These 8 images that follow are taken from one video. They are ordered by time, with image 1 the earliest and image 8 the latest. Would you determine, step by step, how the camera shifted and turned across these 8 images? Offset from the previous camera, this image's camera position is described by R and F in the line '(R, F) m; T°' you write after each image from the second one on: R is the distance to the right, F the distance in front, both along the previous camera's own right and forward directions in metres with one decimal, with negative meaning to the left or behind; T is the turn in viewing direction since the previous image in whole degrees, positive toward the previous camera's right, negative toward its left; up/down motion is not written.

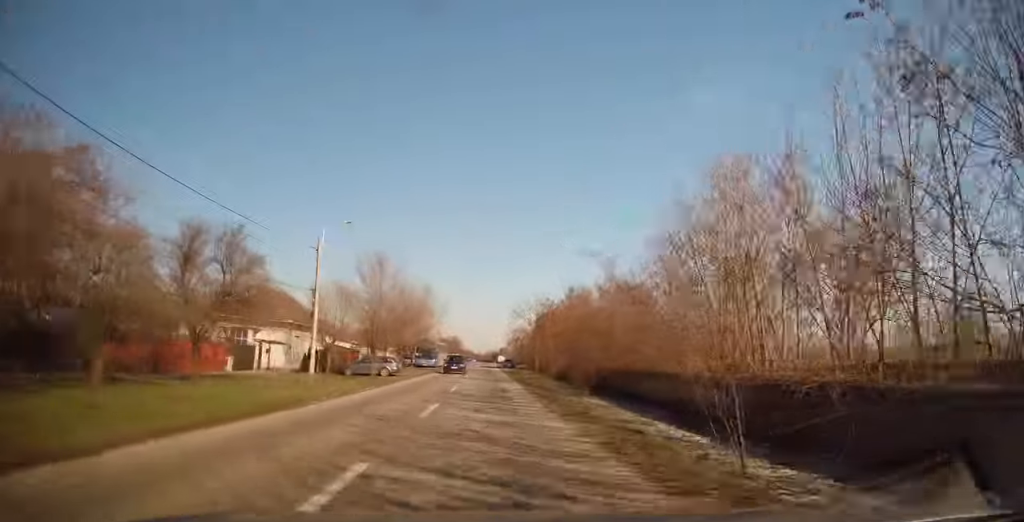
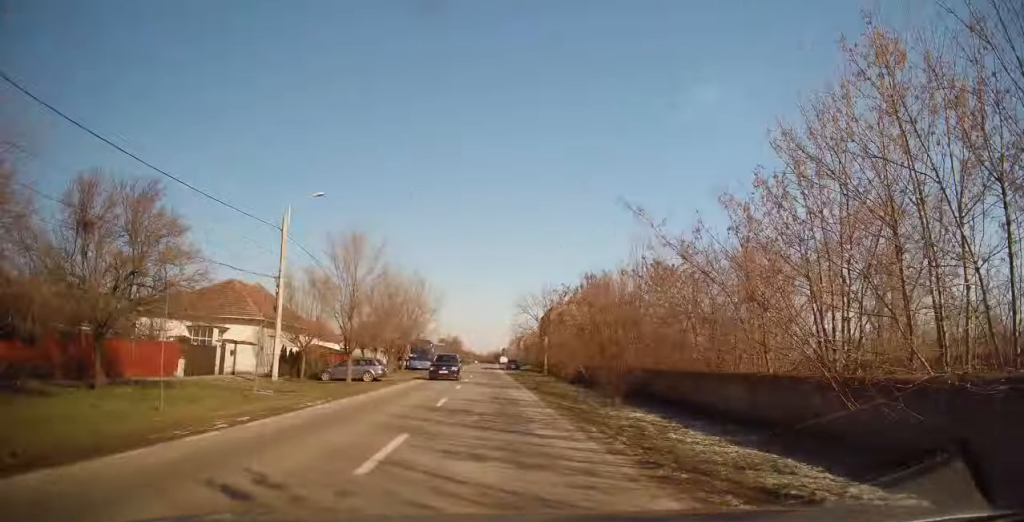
(-0.1, +6.1) m; -1°
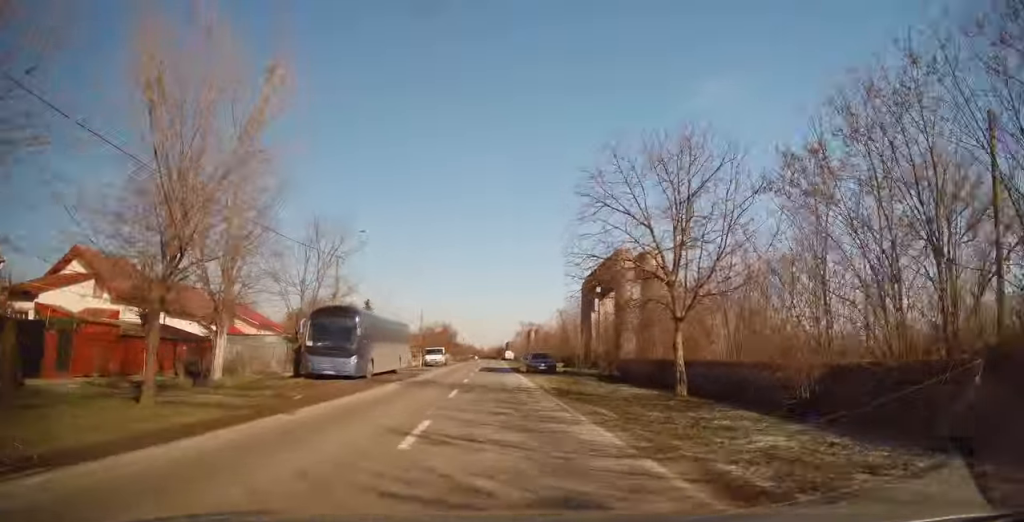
(-0.6, +32.5) m; -1°
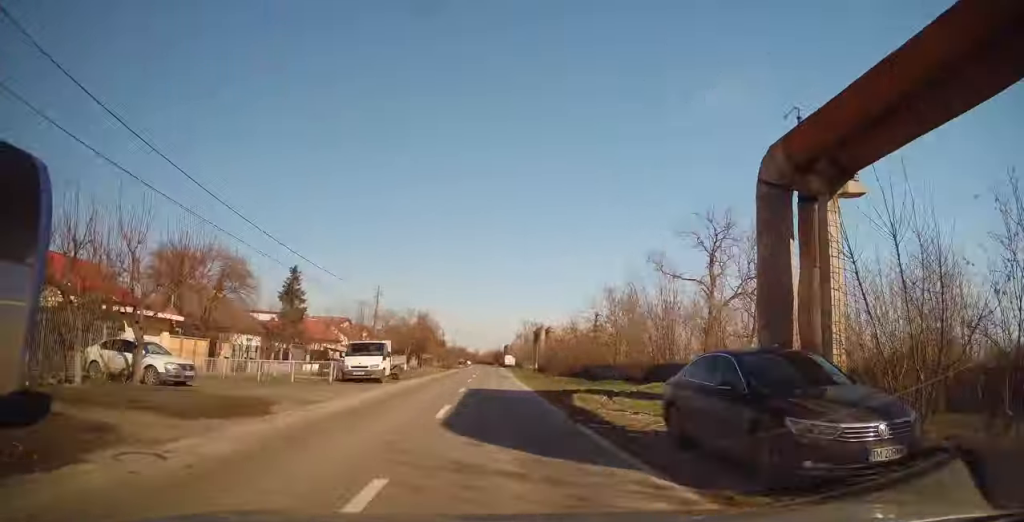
(+0.2, +30.7) m; 0°
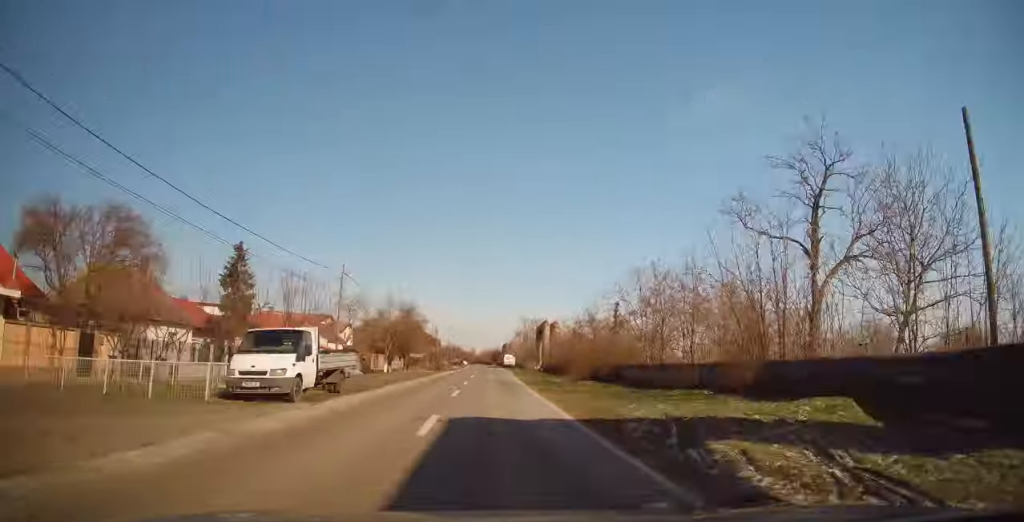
(-0.3, +11.1) m; +1°
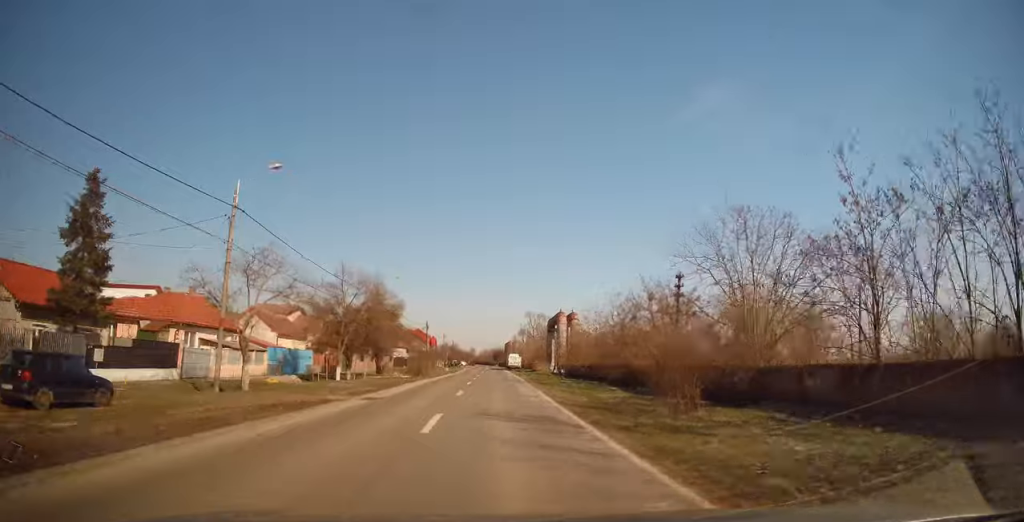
(+0.6, +17.1) m; +1°
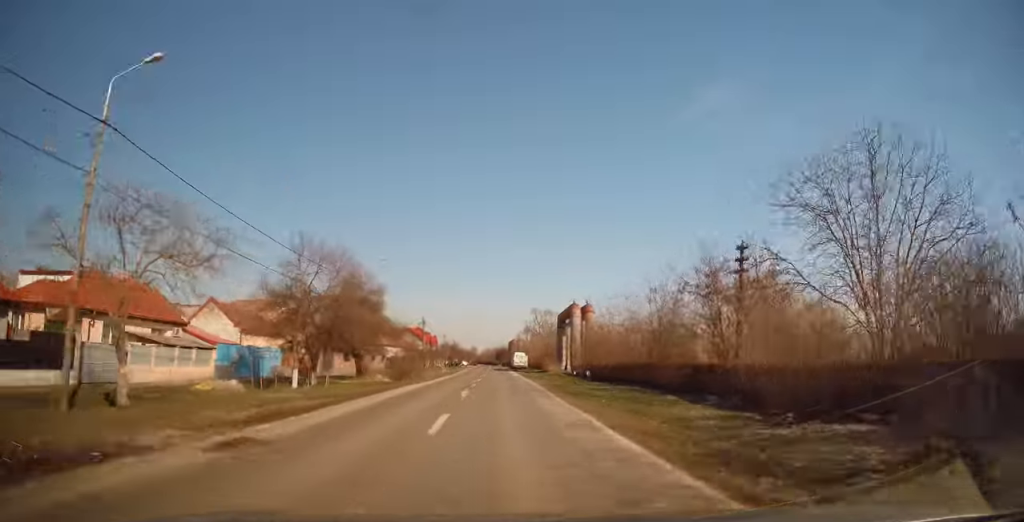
(-0.1, +9.0) m; 0°
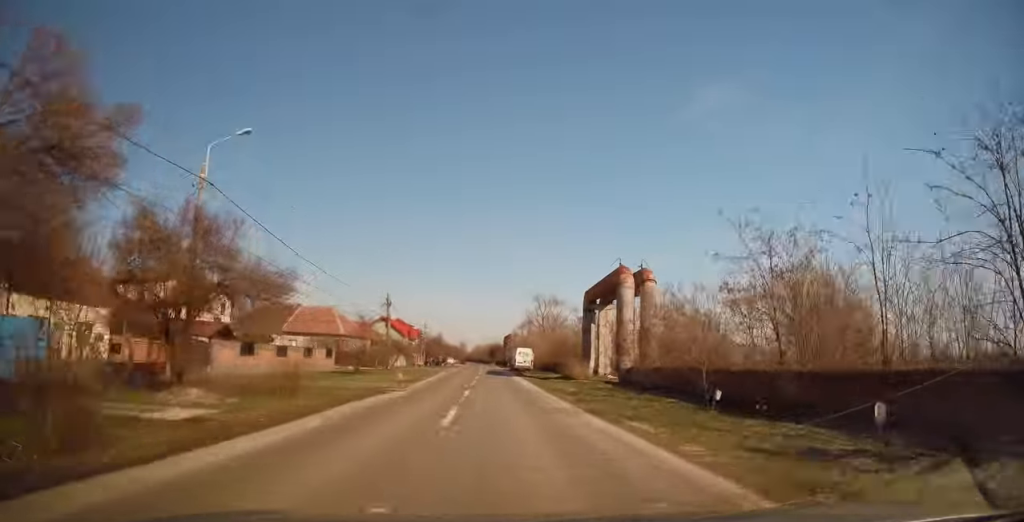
(-0.3, +24.6) m; 0°
